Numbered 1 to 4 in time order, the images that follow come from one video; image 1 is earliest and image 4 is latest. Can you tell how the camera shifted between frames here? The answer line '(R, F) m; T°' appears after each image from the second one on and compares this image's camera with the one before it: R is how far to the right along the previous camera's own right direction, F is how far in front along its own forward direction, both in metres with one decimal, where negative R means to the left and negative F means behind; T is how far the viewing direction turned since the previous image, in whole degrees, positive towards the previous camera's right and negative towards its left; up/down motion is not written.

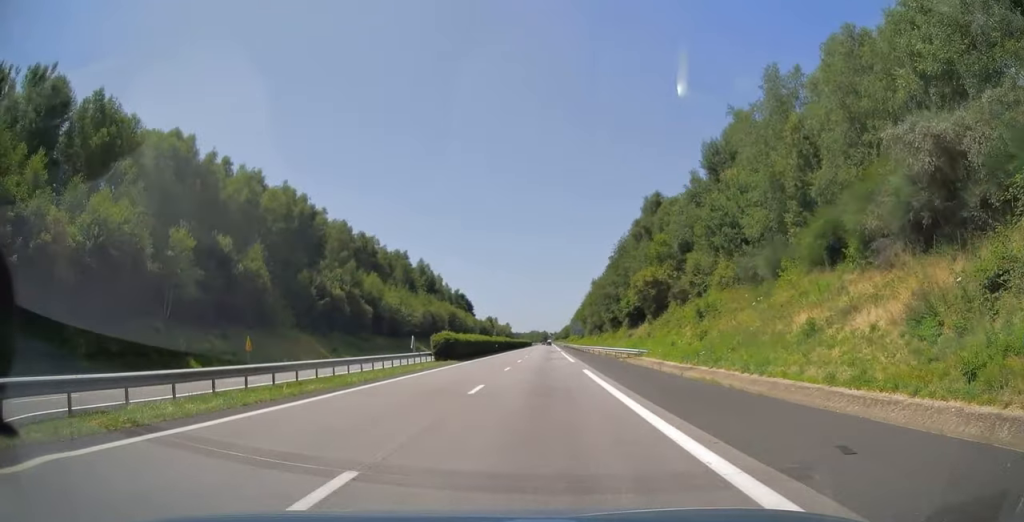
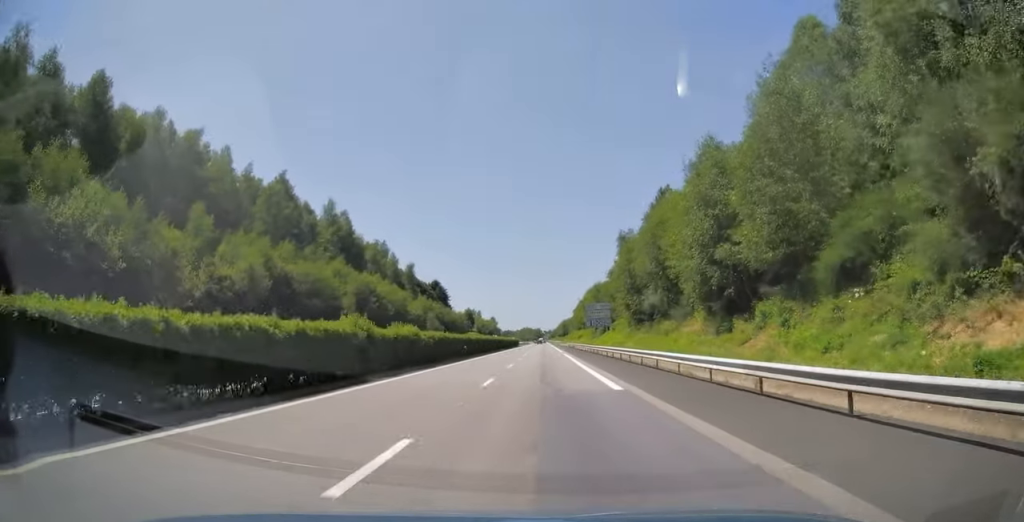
(-0.1, +49.1) m; 0°
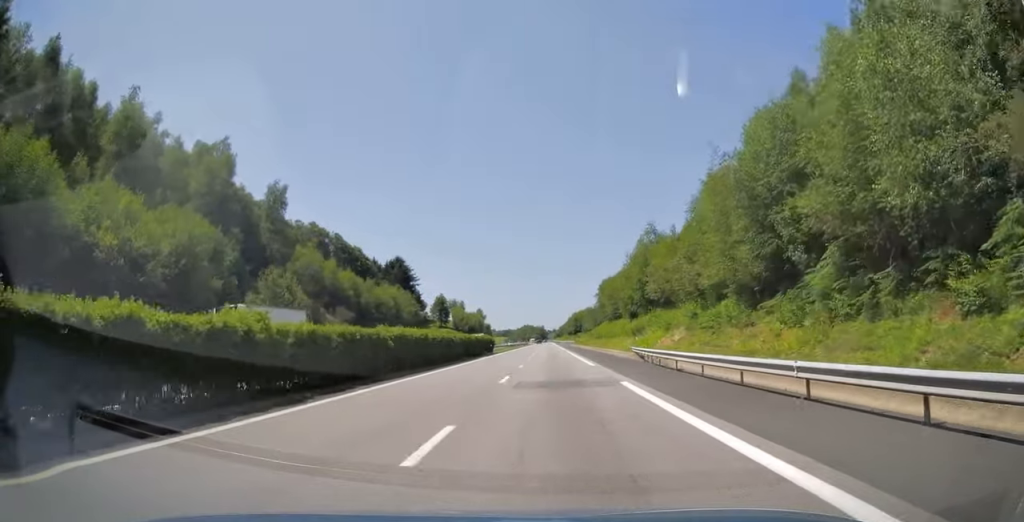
(0.0, +106.7) m; 0°
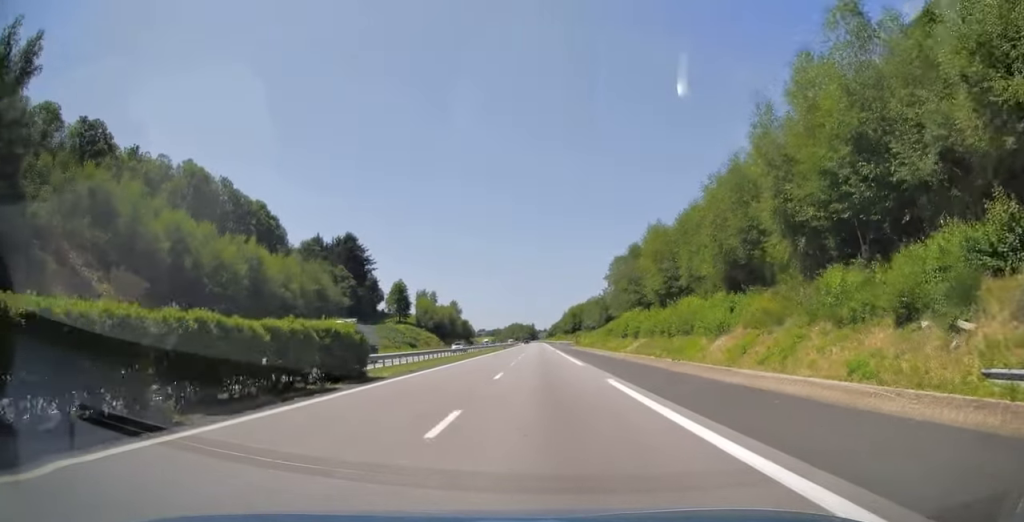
(+0.2, +54.4) m; +1°
